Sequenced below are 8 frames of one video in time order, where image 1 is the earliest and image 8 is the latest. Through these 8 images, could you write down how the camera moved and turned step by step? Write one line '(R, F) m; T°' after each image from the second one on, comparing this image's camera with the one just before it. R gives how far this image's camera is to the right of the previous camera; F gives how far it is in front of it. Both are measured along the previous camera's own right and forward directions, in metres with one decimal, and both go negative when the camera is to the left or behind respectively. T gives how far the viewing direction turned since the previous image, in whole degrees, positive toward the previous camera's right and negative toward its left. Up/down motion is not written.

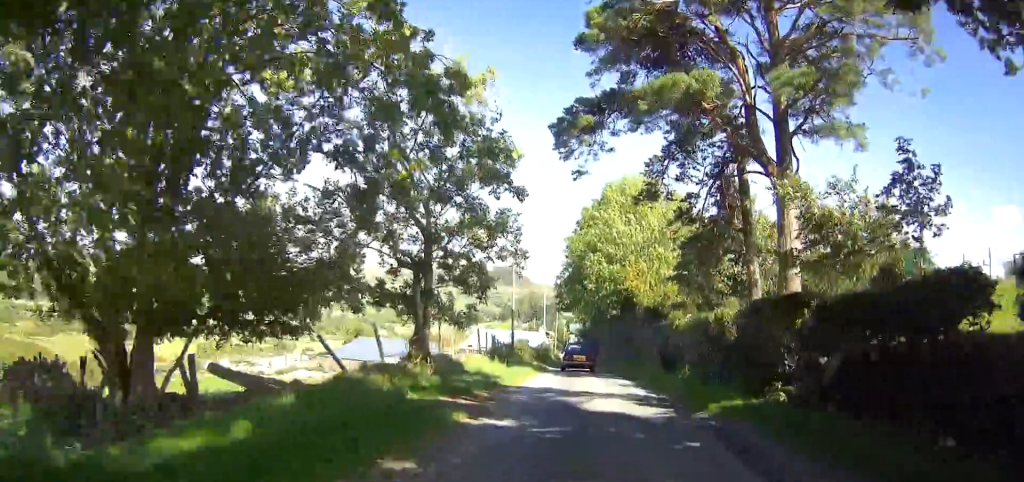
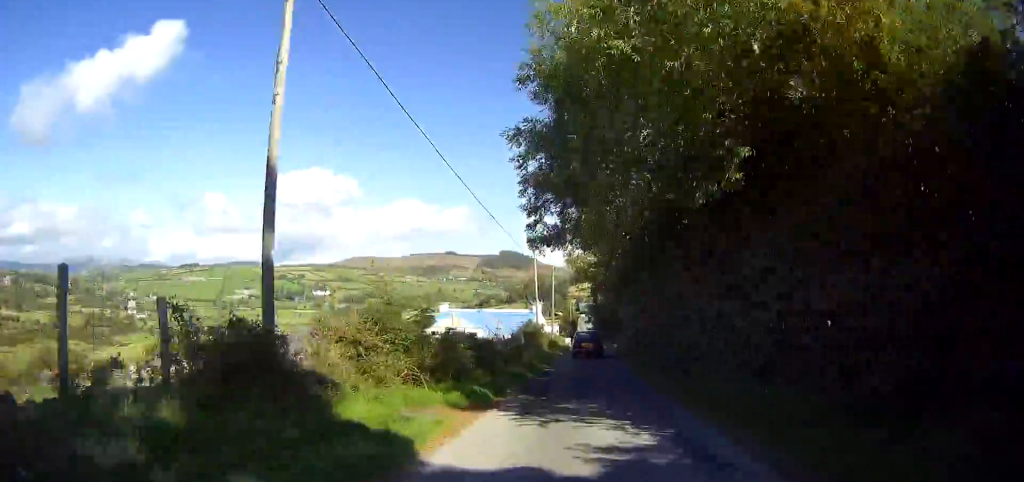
(+0.2, +29.4) m; 0°
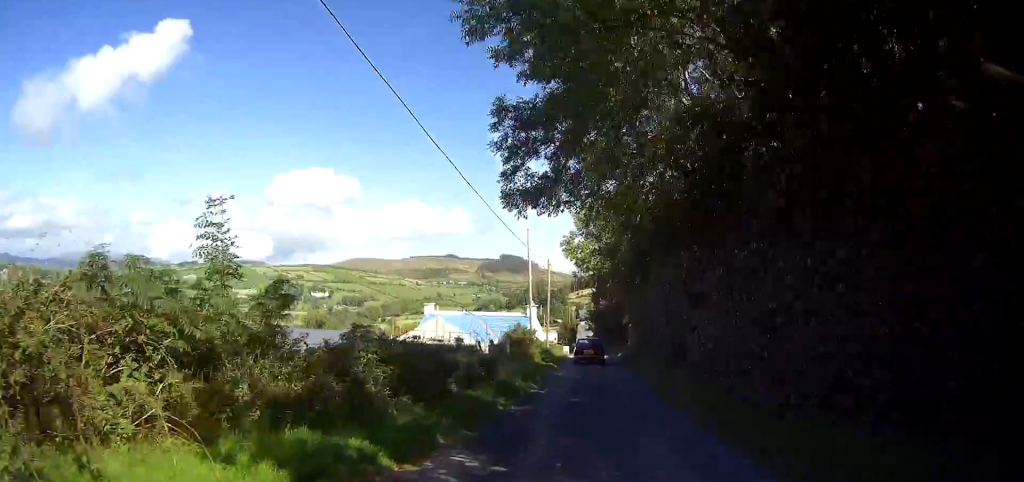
(0.0, +7.2) m; 0°
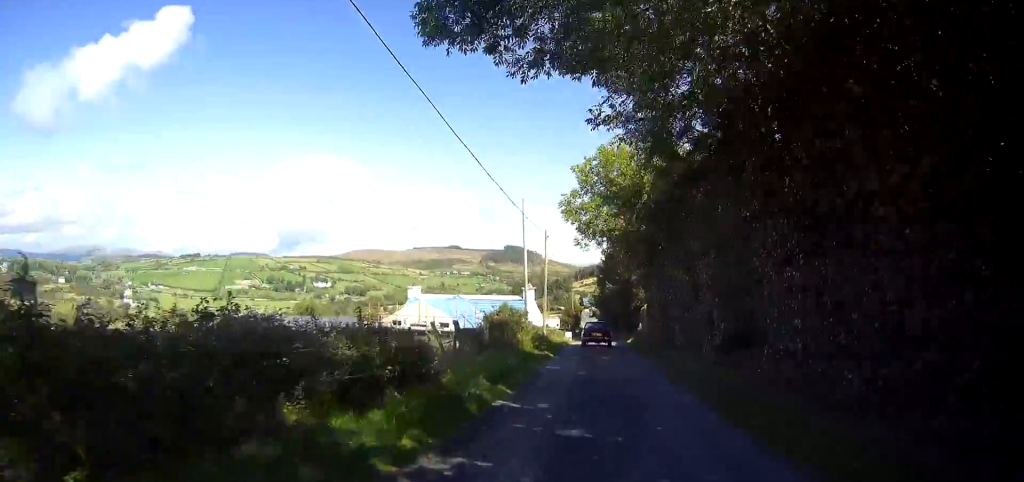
(-0.1, +7.8) m; 0°
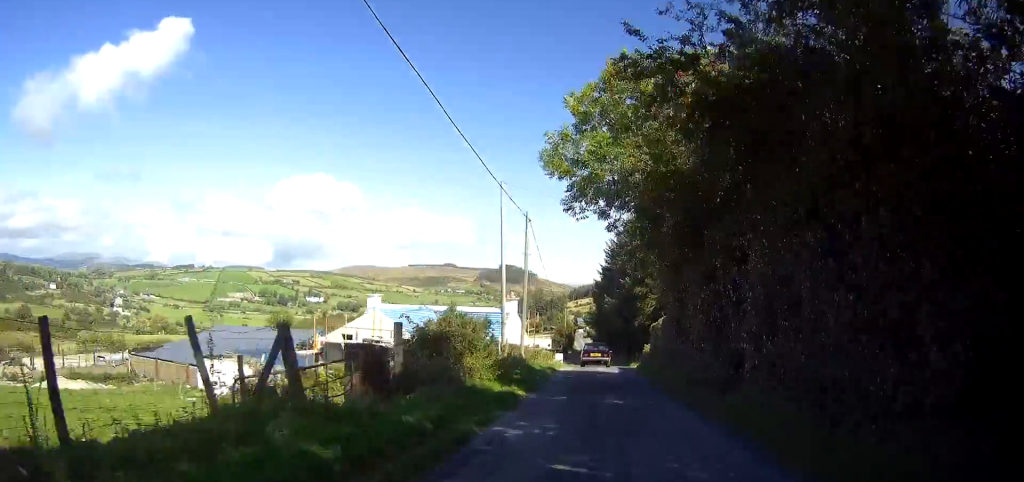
(0.0, +10.1) m; 0°
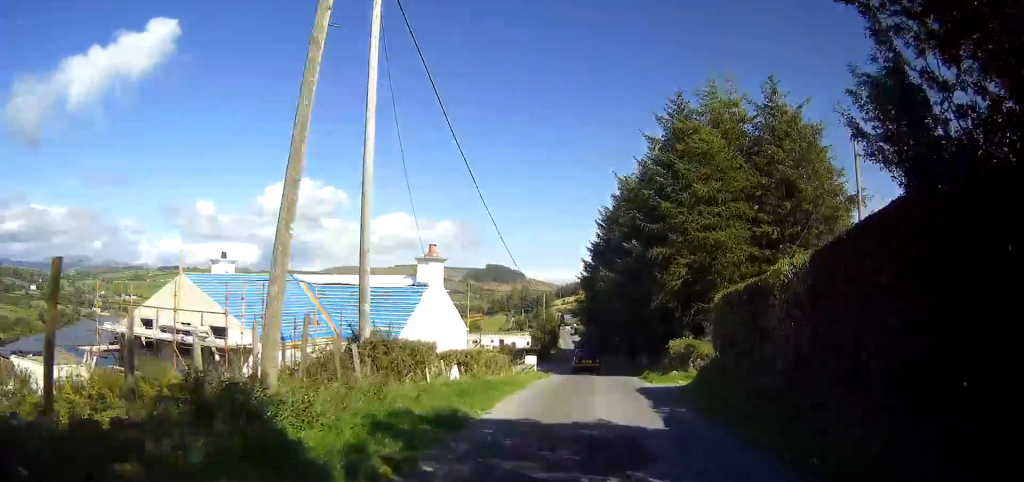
(+0.2, +20.3) m; +1°
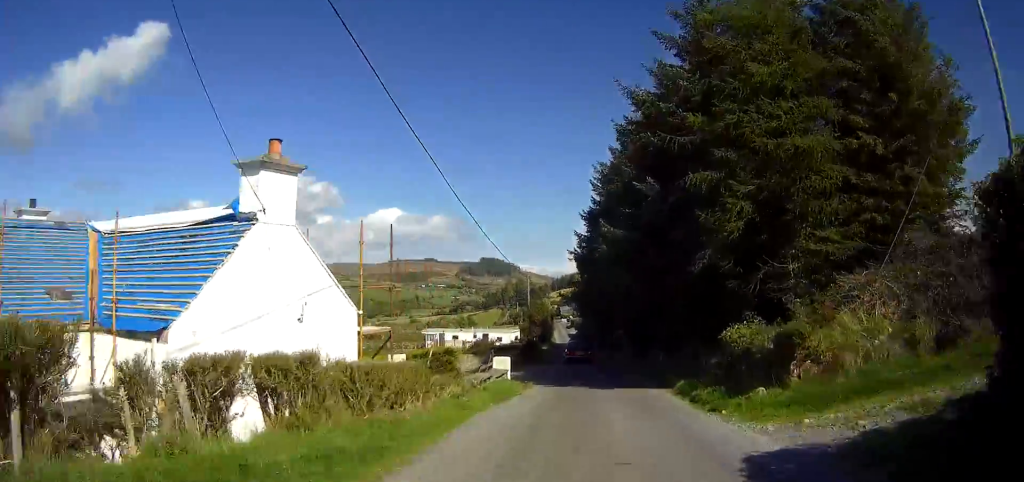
(0.0, +12.4) m; 0°
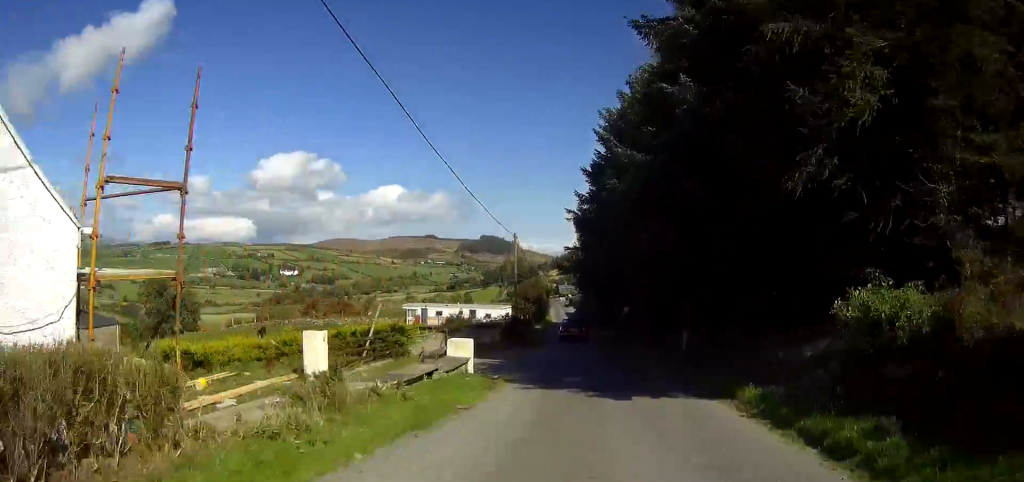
(-0.1, +8.5) m; 0°
